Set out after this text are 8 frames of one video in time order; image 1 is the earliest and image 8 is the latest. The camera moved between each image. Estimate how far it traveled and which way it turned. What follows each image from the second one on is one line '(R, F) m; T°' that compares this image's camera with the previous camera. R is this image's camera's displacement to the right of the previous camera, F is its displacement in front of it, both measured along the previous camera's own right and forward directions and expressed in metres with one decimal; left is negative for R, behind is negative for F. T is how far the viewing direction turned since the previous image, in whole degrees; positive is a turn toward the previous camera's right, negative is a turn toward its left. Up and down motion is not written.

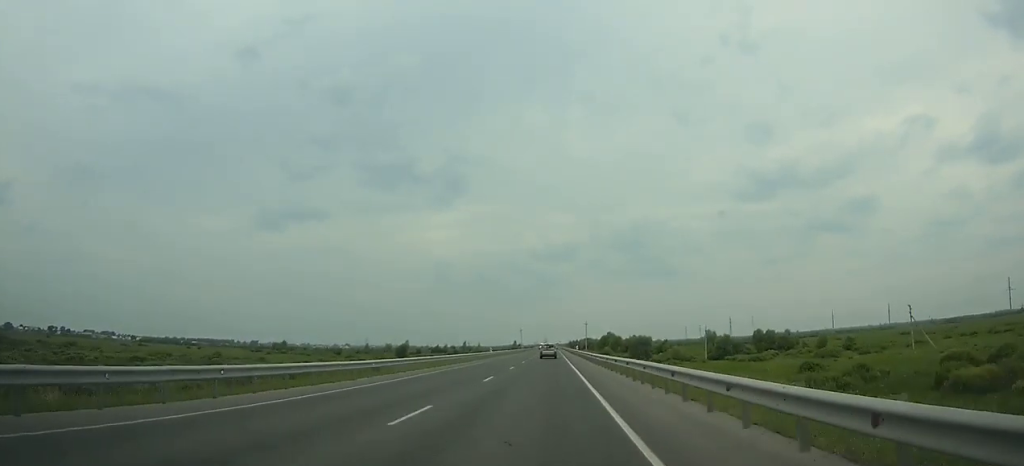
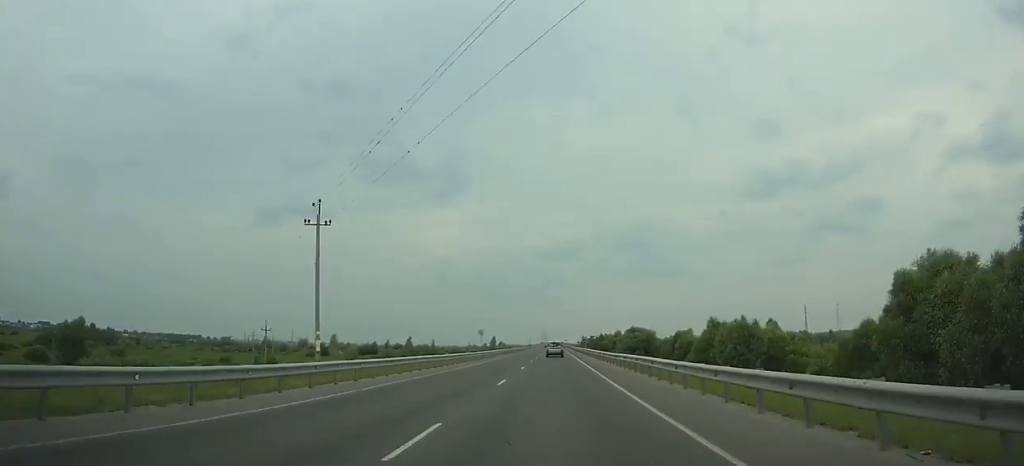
(-0.8, +206.2) m; 0°
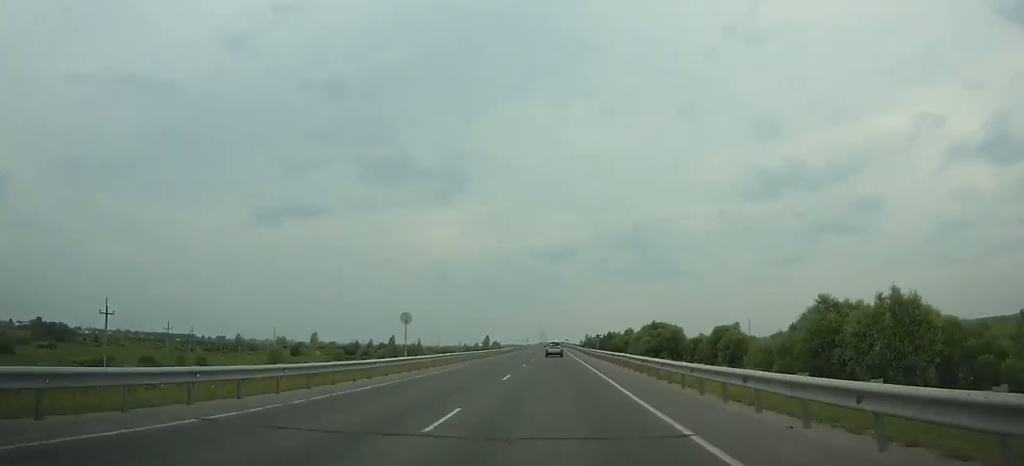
(+0.1, +32.9) m; 0°
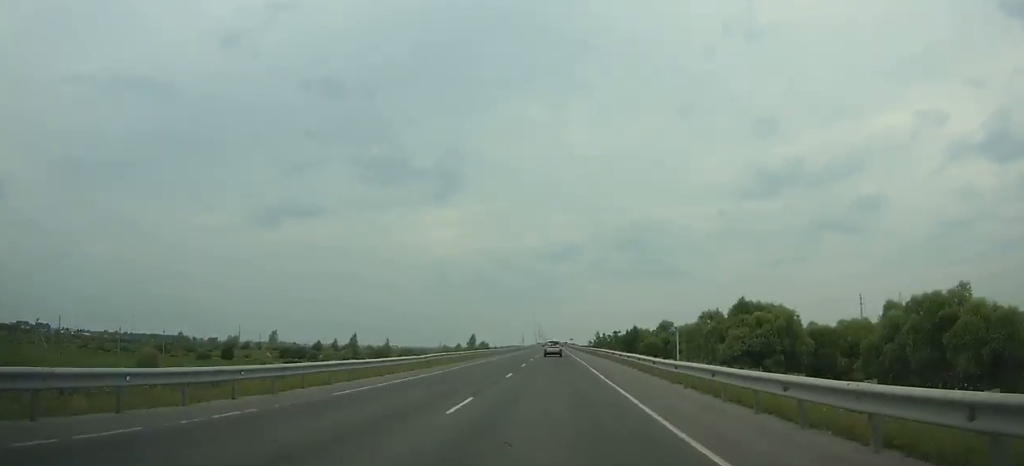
(0.0, +57.1) m; 0°
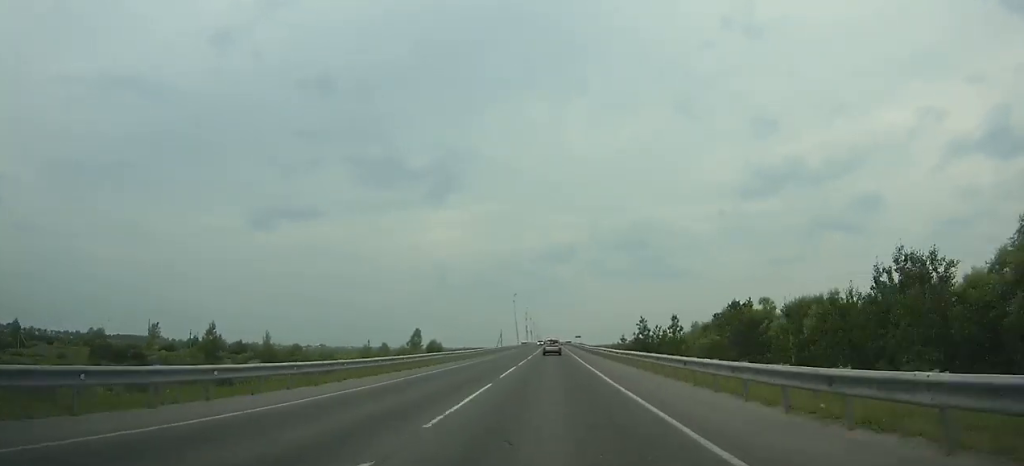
(0.0, +103.6) m; 0°
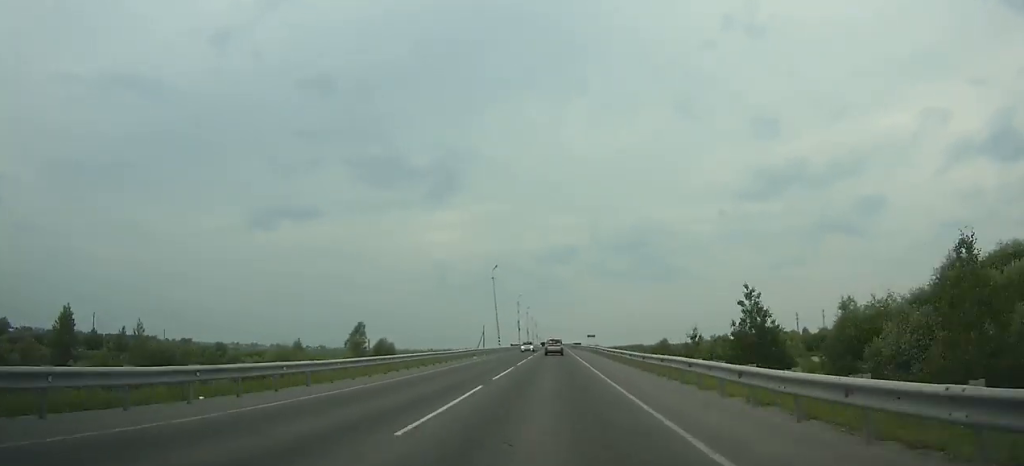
(0.0, +47.8) m; 0°
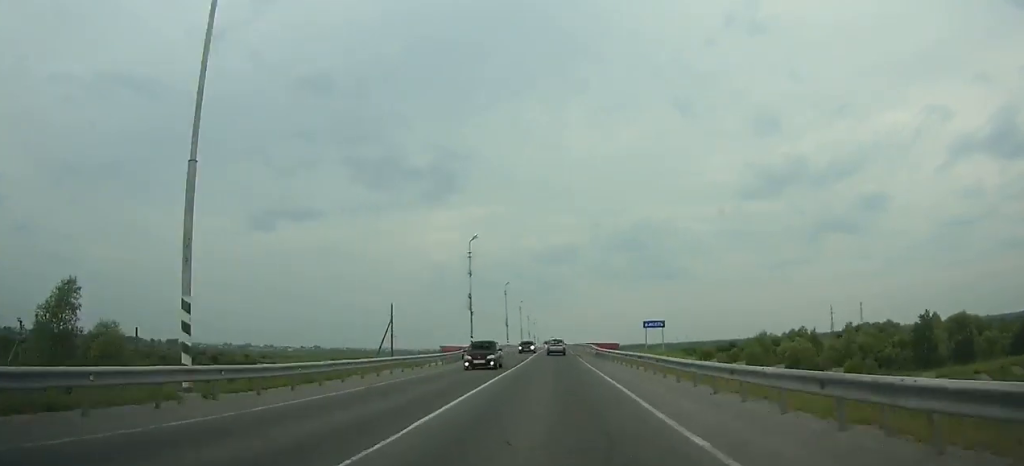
(0.0, +70.9) m; 0°
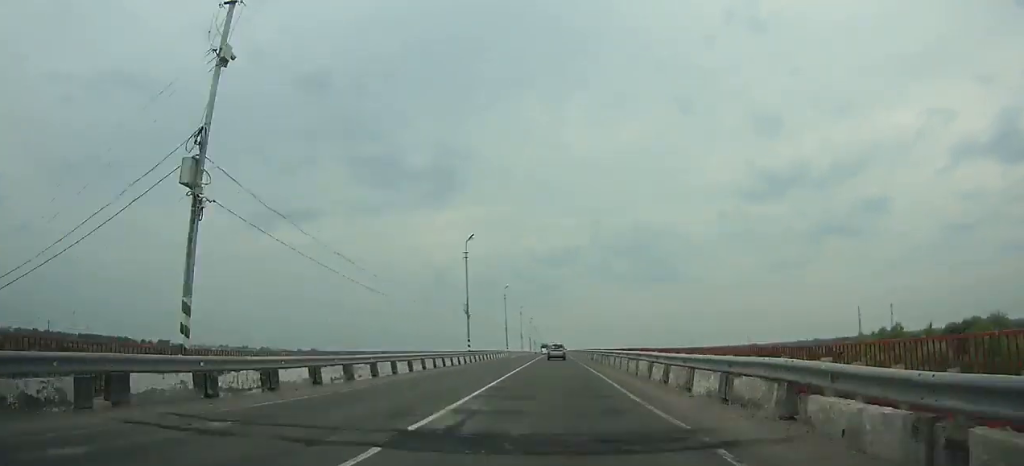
(-0.1, +41.6) m; 0°
